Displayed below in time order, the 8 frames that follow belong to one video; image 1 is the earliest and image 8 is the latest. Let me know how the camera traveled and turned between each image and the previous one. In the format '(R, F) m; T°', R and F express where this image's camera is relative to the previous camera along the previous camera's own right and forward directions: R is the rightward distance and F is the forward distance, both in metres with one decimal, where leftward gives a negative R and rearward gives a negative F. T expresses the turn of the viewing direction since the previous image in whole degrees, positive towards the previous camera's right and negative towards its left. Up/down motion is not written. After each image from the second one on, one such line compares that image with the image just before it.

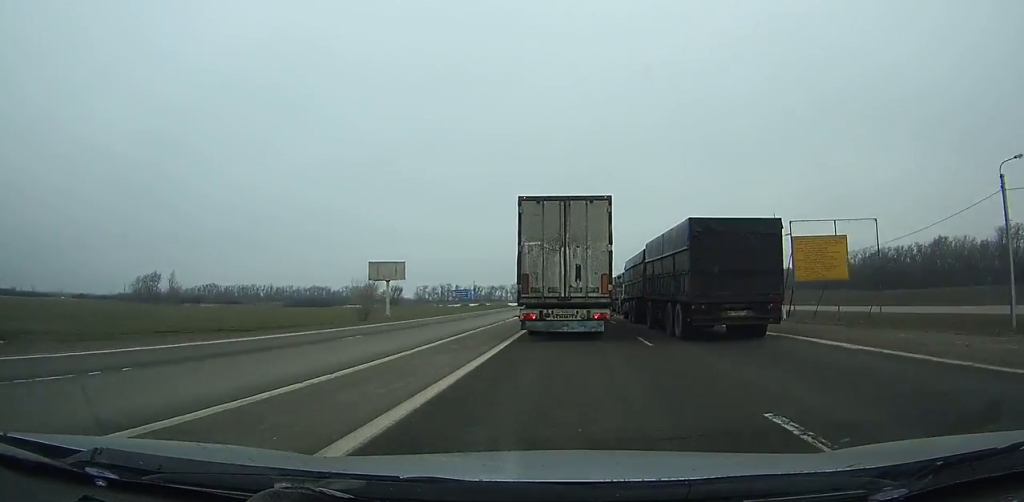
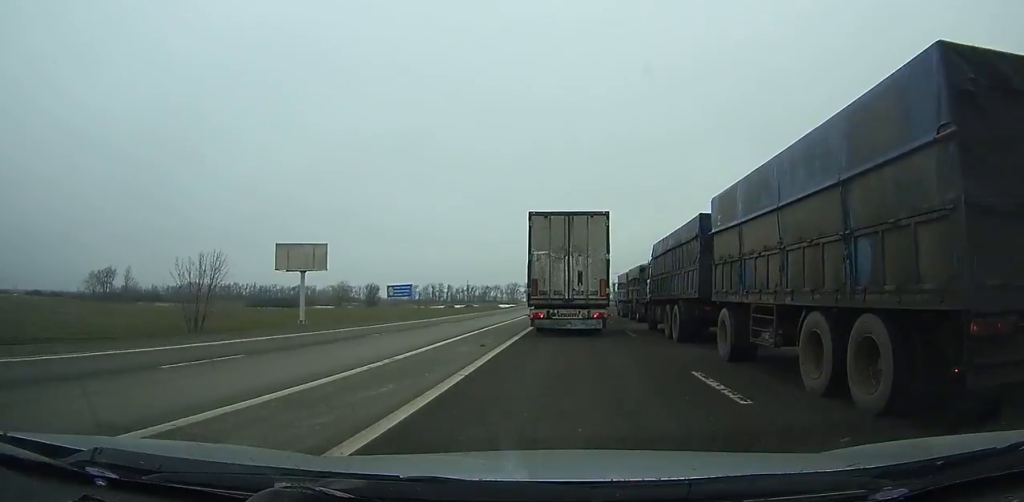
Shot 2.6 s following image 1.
(+0.1, +34.1) m; 0°
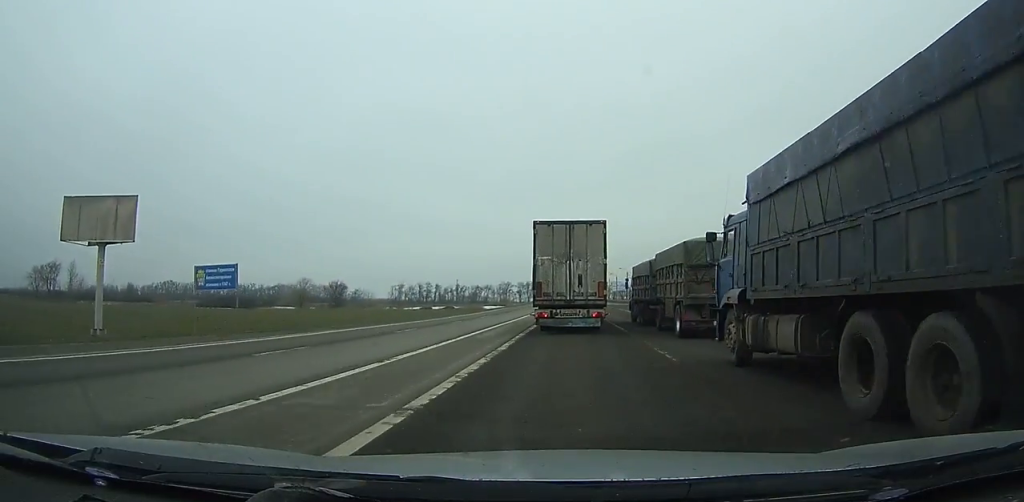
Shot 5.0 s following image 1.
(+0.2, +33.8) m; 0°
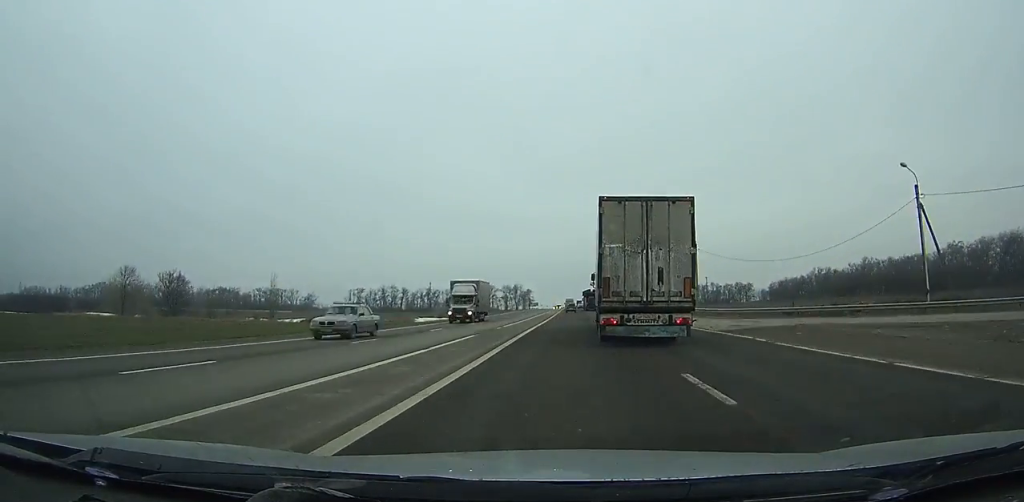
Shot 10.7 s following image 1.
(-0.1, +92.6) m; 0°
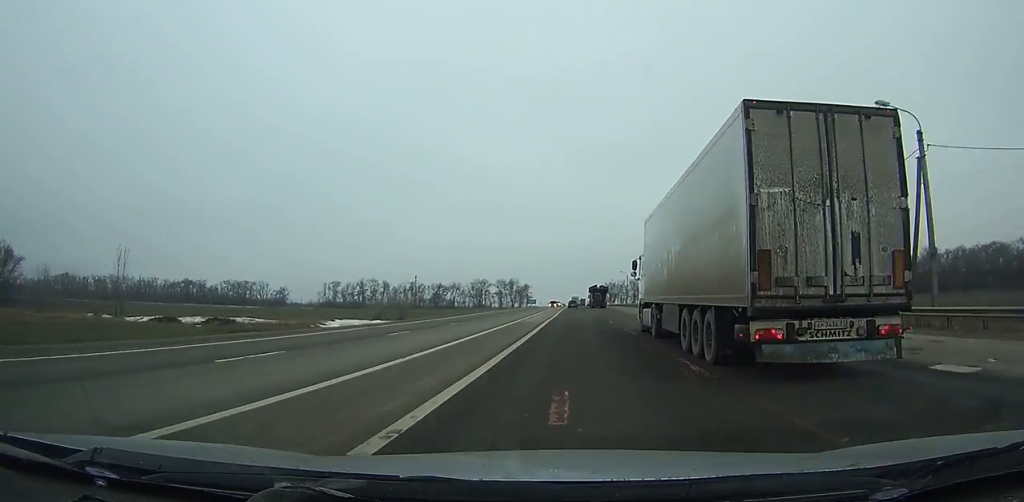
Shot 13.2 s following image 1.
(-0.1, +46.8) m; 0°
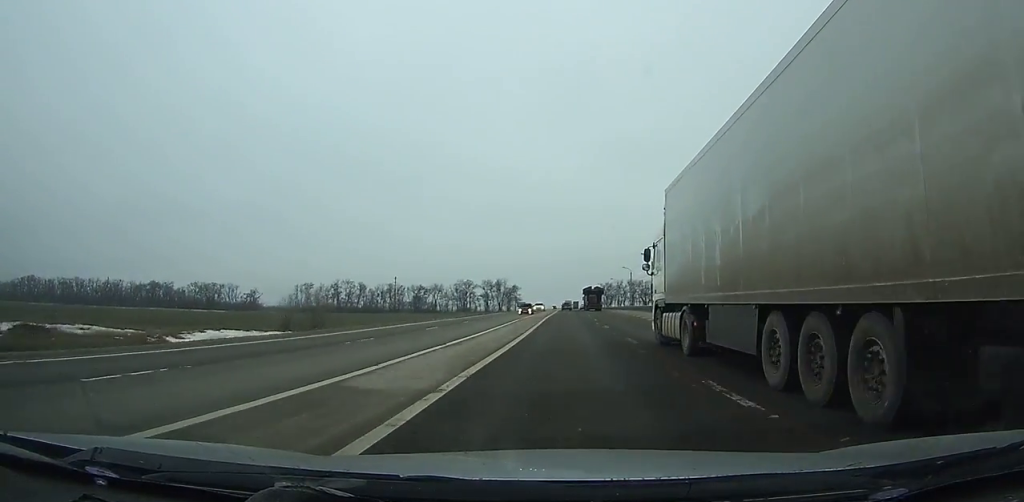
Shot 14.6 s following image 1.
(+0.1, +28.4) m; 0°
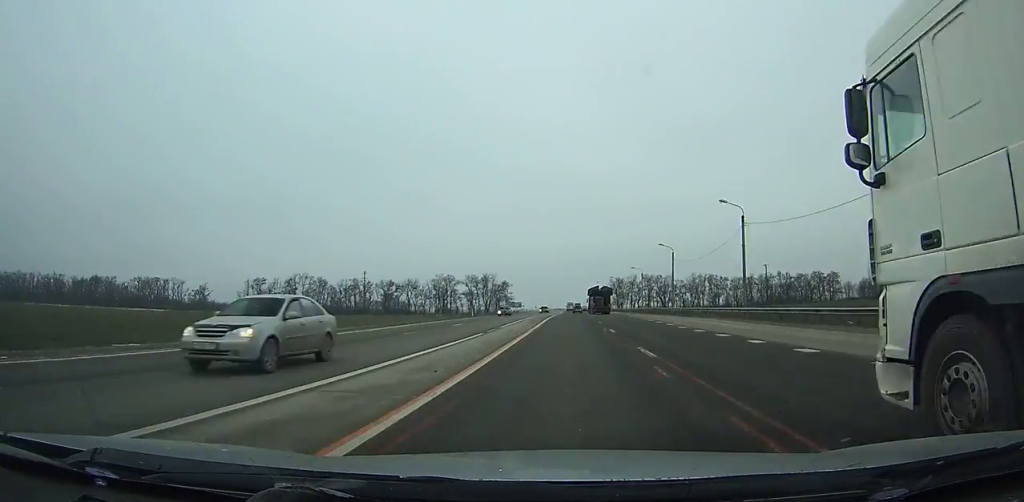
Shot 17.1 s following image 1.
(+0.2, +52.6) m; 0°
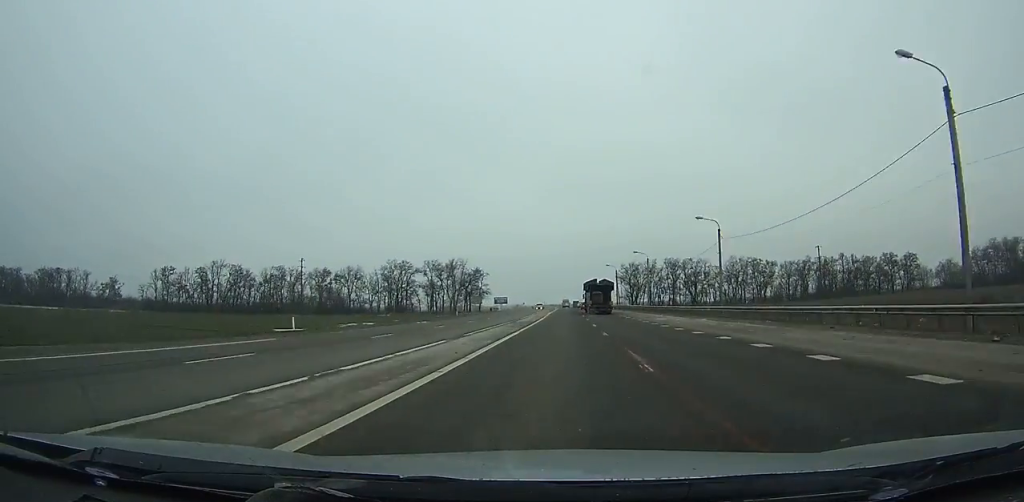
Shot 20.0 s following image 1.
(0.0, +64.7) m; 0°
